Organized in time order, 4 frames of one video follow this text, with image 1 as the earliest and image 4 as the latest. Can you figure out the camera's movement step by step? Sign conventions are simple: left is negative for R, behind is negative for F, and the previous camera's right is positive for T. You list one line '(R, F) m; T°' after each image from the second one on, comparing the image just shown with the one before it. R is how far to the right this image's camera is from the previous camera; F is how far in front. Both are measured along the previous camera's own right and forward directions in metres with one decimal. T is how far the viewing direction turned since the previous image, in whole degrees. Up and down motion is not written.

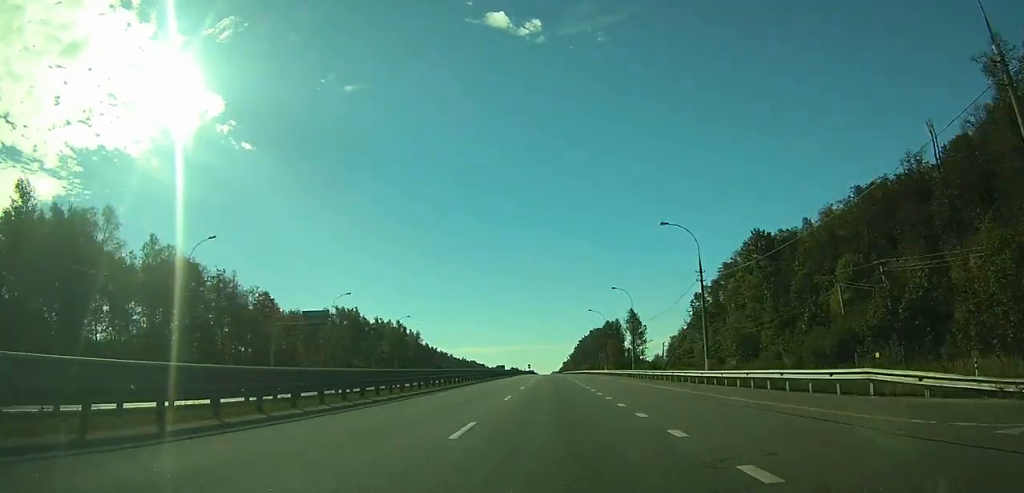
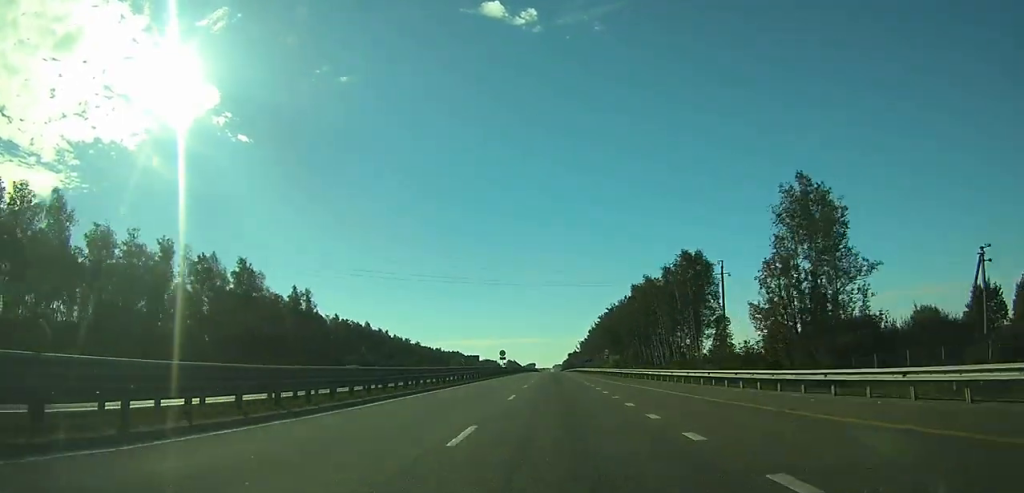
(-0.4, +119.6) m; -1°
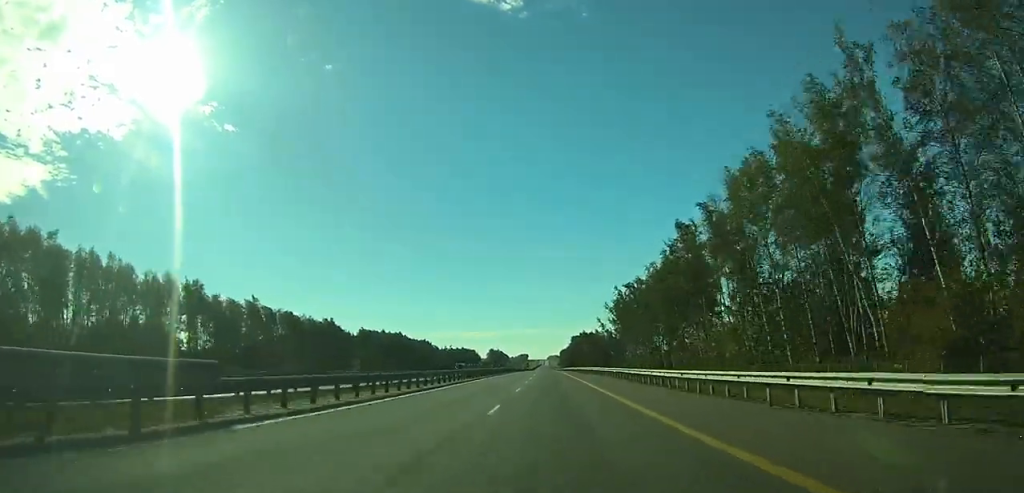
(+0.5, +191.4) m; 0°
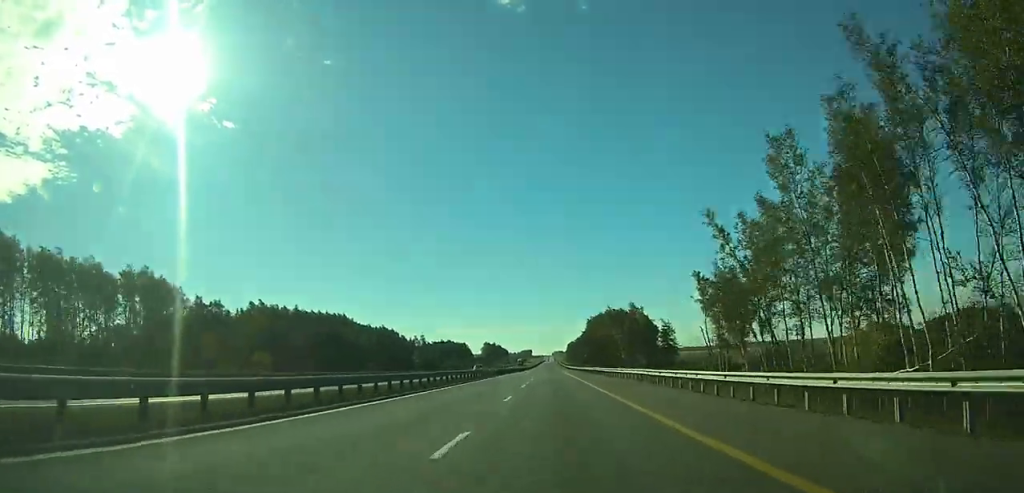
(-0.1, +102.4) m; 0°
